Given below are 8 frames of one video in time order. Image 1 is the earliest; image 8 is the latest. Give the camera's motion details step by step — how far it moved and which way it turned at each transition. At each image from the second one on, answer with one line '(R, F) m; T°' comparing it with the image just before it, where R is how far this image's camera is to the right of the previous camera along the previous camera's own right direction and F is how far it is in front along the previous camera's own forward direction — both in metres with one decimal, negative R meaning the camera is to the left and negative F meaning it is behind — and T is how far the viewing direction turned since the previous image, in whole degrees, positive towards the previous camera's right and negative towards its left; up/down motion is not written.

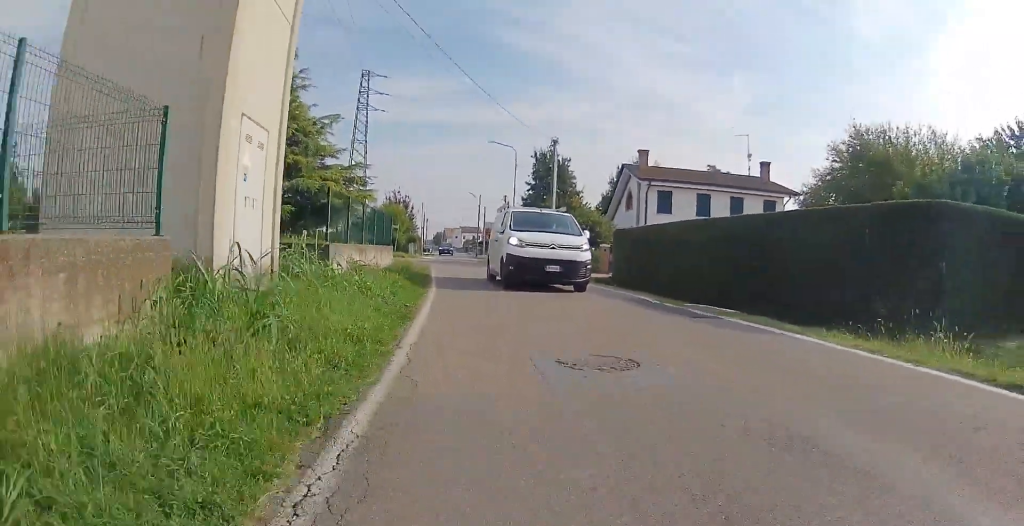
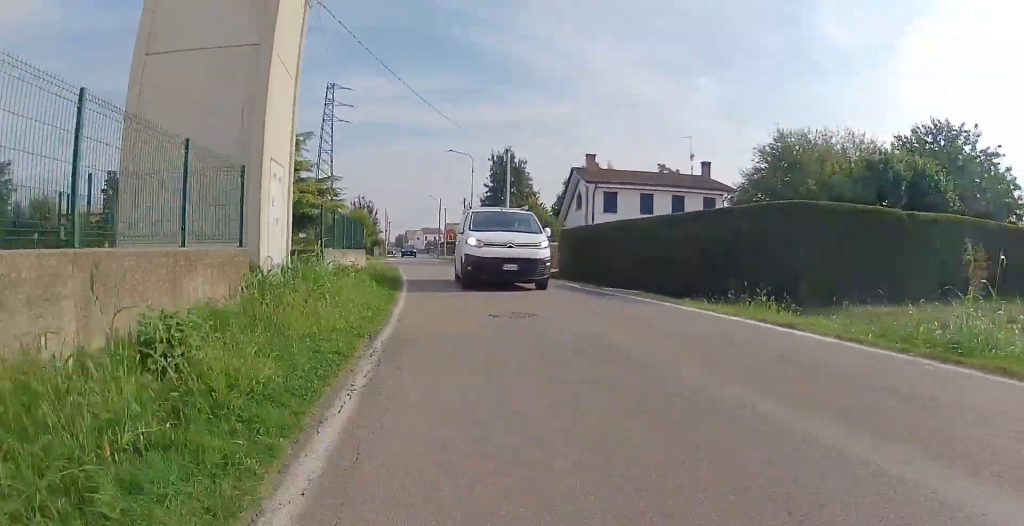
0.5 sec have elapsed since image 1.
(+0.2, +3.3) m; +1°
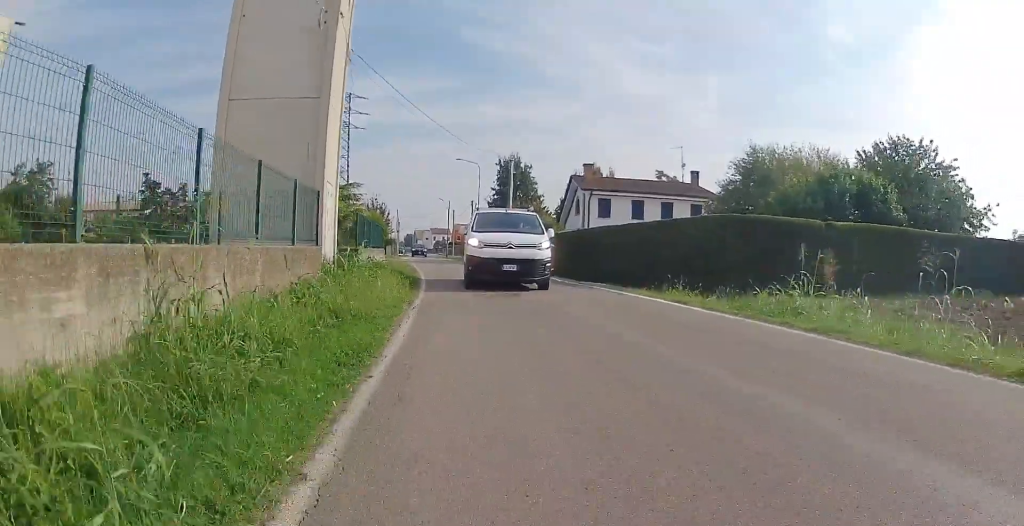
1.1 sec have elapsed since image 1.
(0.0, +3.9) m; +3°
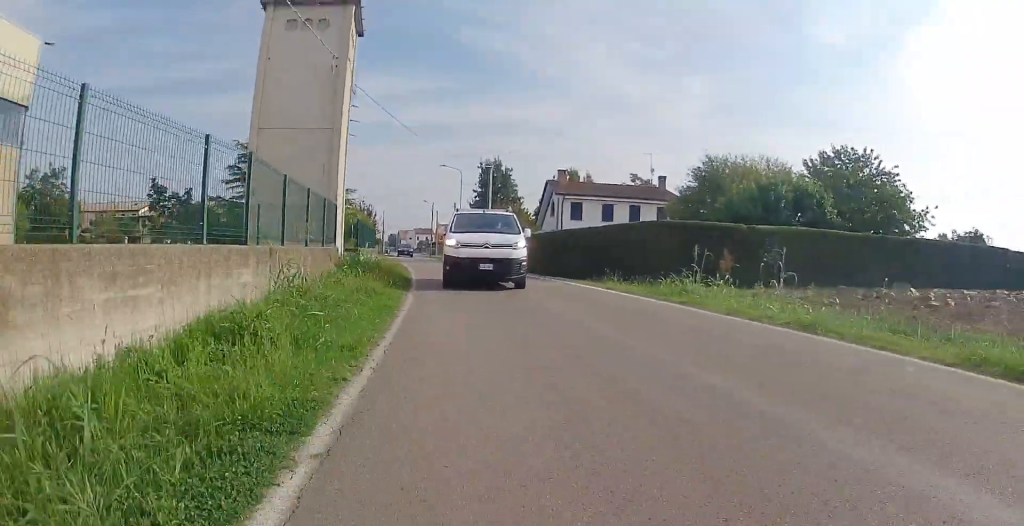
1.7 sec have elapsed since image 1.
(-0.3, +3.7) m; +3°
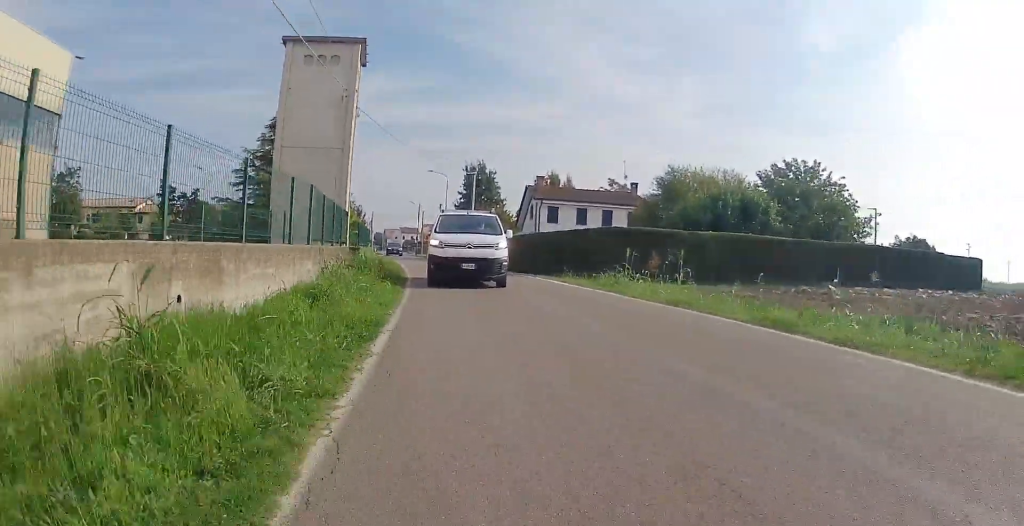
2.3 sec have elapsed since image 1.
(+0.5, +3.8) m; +6°
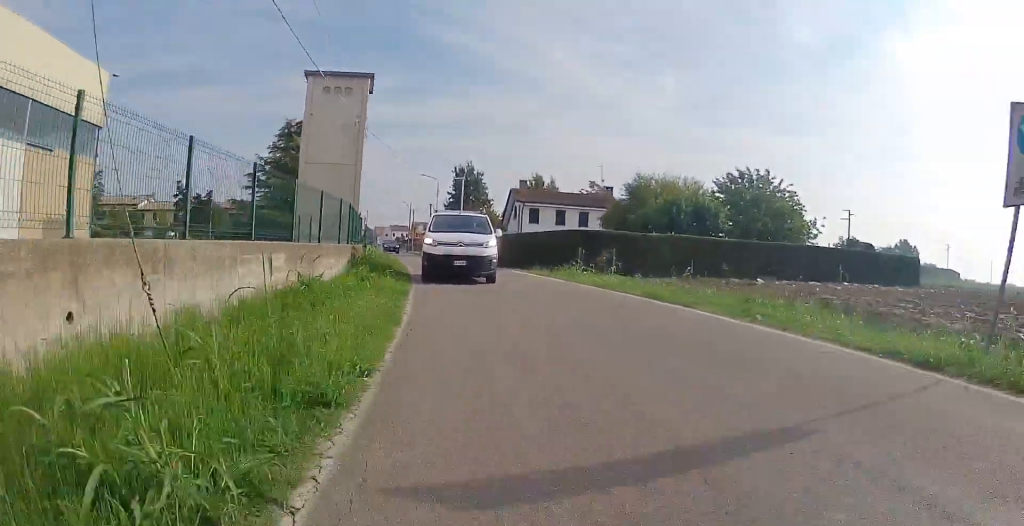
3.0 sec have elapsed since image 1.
(+0.4, +4.9) m; +3°
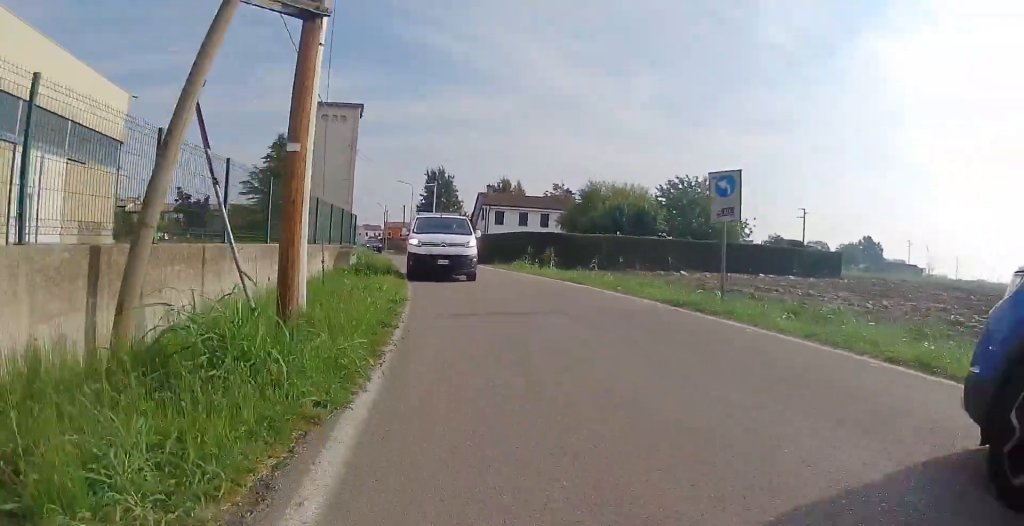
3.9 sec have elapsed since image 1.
(+0.1, +5.8) m; -2°
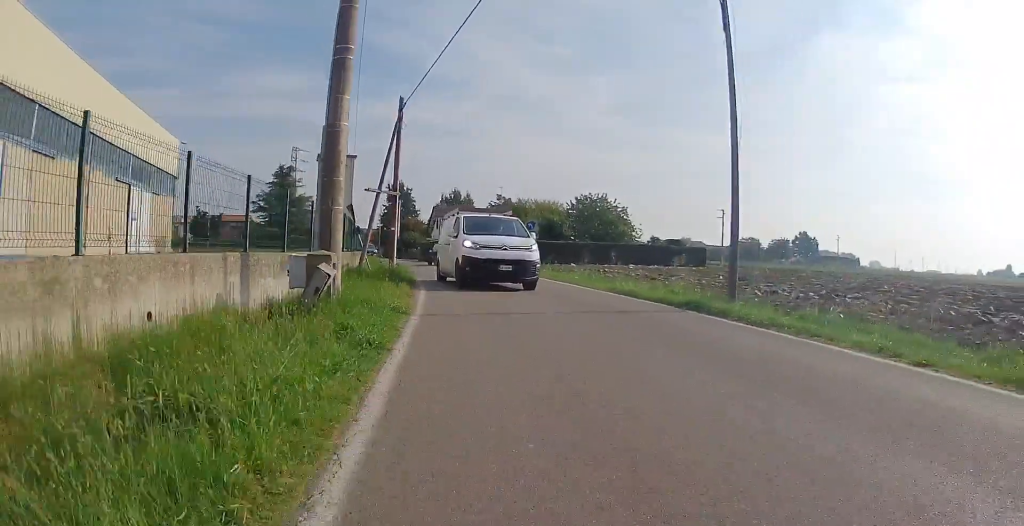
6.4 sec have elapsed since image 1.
(+0.2, +15.5) m; +4°
